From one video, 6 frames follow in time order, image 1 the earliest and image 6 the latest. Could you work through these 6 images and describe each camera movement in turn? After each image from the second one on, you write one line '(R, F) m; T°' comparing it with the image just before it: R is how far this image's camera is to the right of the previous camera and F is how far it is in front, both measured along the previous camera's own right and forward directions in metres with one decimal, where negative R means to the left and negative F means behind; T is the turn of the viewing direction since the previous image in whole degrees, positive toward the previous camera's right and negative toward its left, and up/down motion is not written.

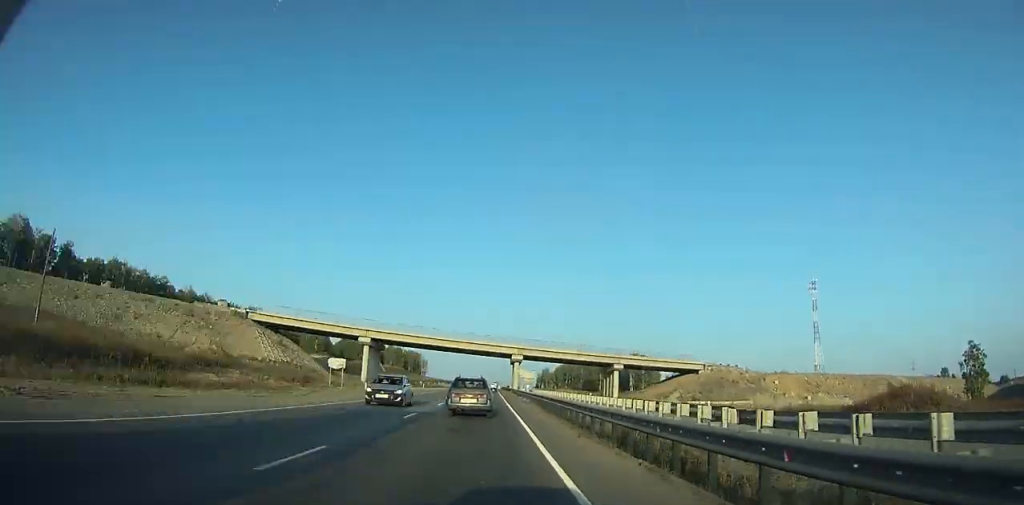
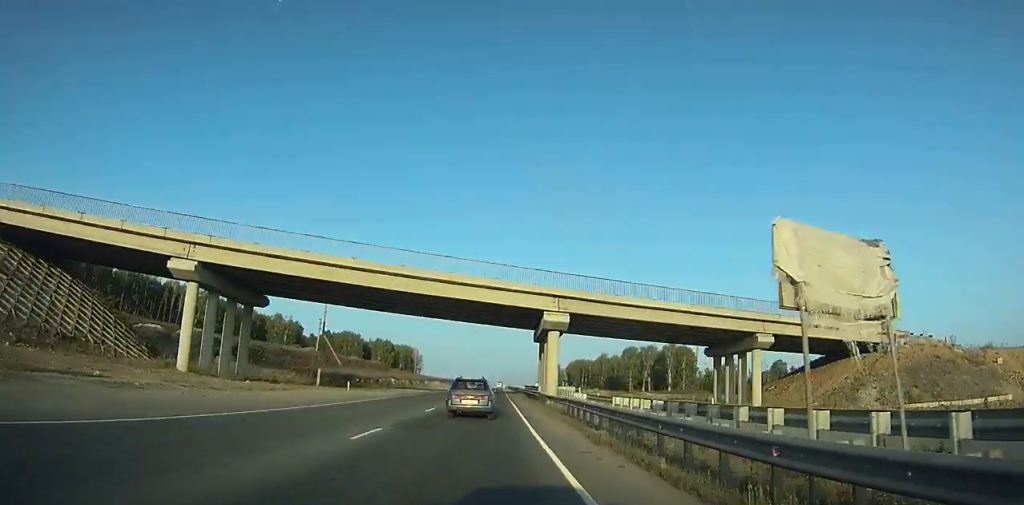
(-0.1, +55.8) m; 0°
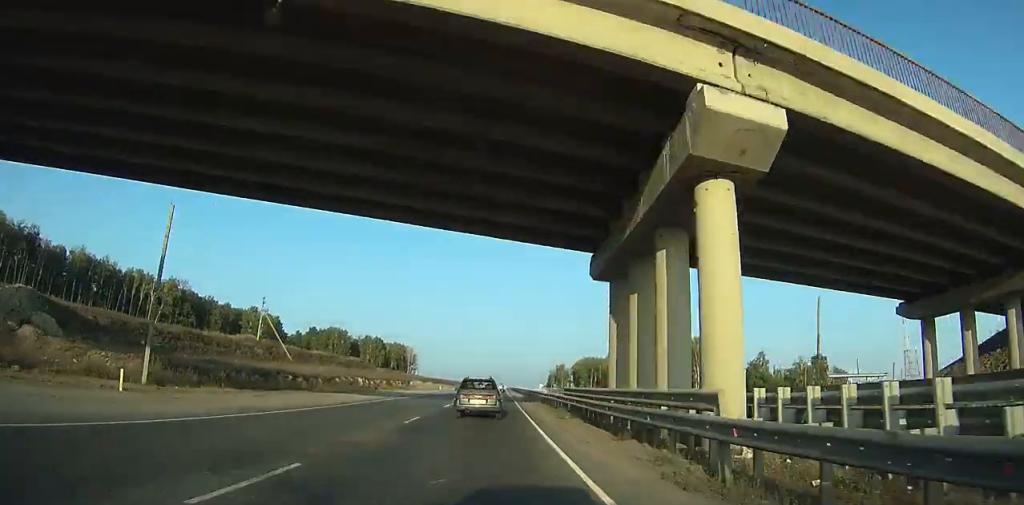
(-0.1, +30.7) m; 0°
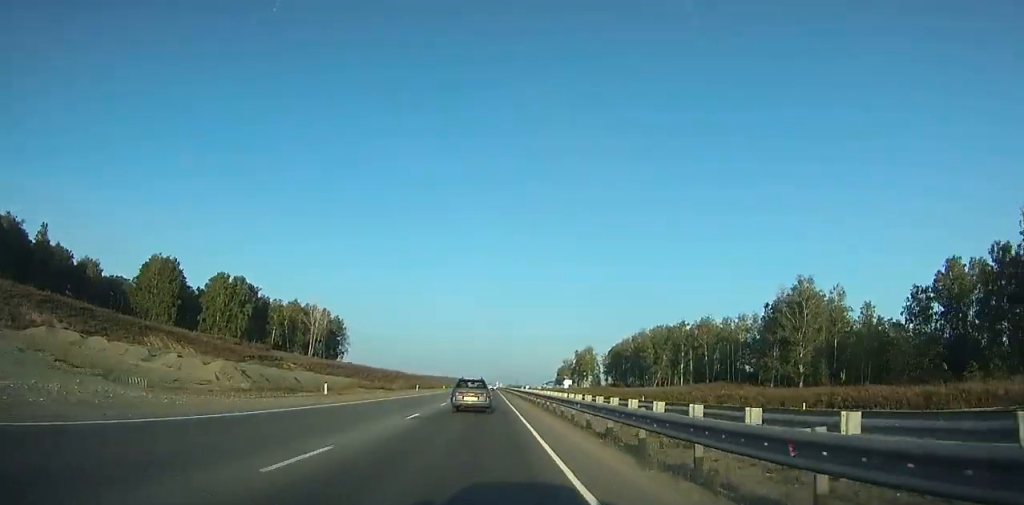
(+1.9, +162.4) m; 0°
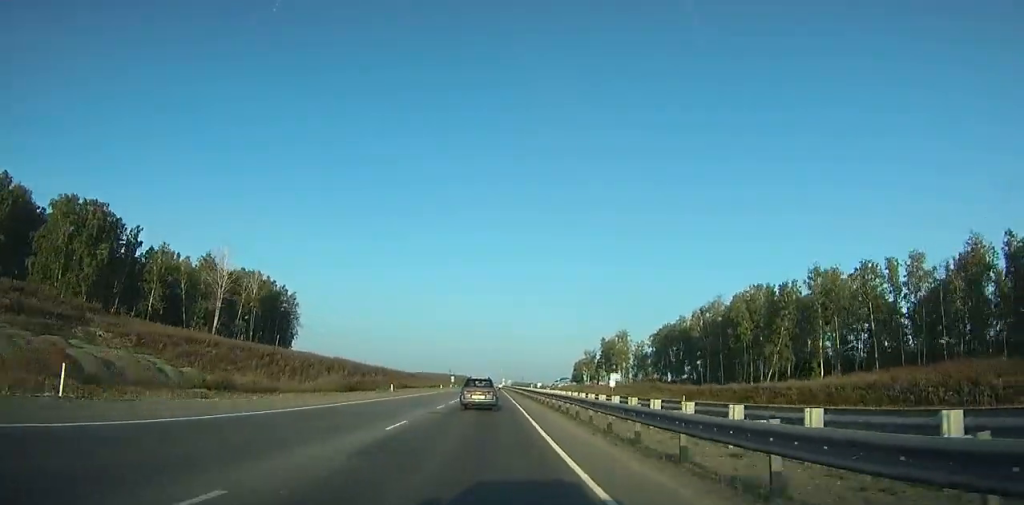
(-0.2, +61.4) m; +1°
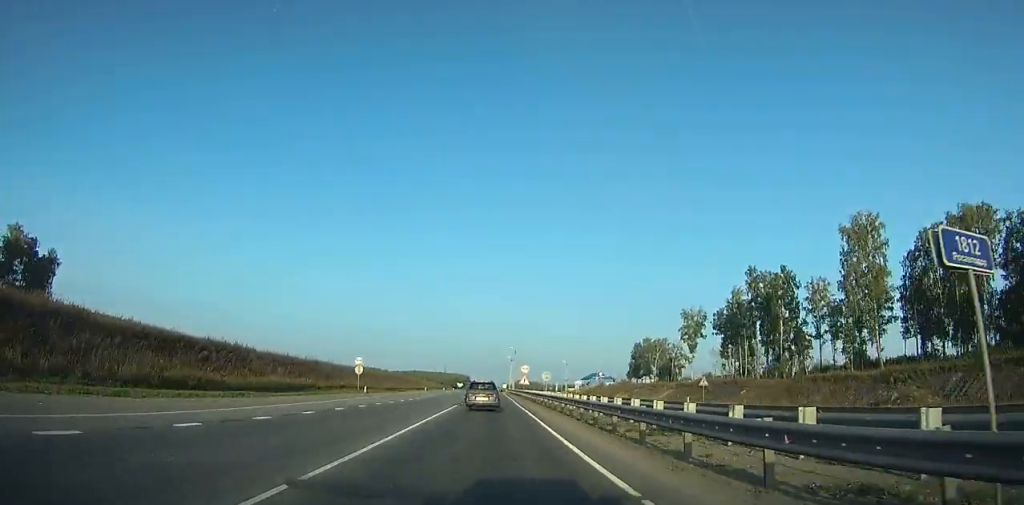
(-1.1, +148.7) m; -1°
